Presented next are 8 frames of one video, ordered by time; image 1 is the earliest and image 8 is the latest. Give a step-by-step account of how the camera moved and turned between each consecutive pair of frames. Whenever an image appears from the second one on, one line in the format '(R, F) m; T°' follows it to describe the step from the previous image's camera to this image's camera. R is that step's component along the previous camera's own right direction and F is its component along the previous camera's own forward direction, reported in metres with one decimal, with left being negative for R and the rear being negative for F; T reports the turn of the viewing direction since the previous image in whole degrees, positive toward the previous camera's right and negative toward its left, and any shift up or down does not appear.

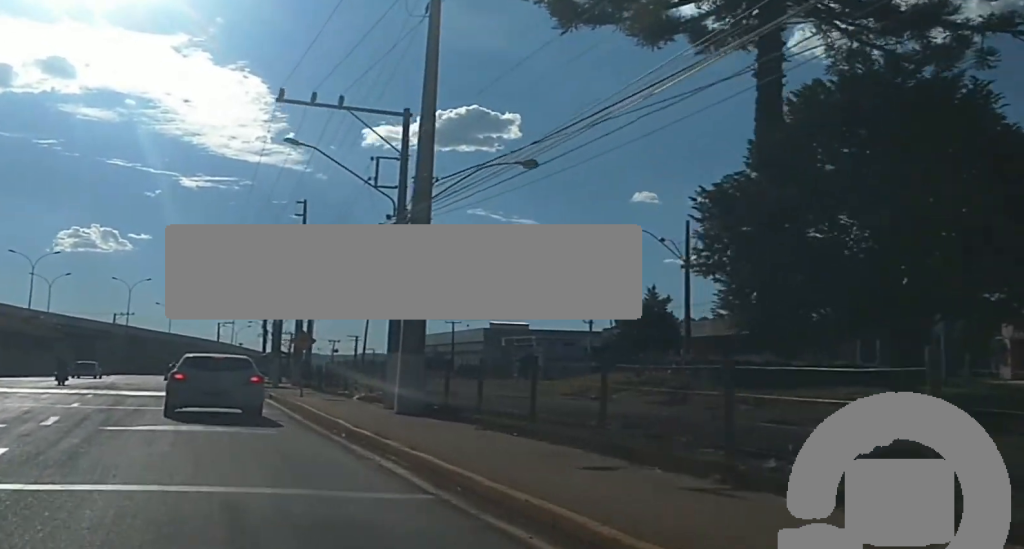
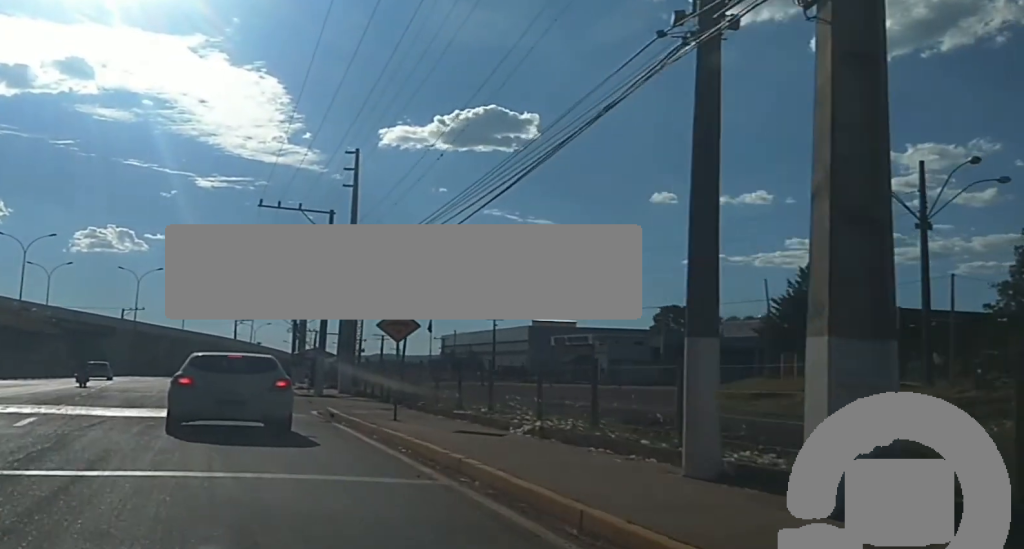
(-0.2, +14.1) m; -1°
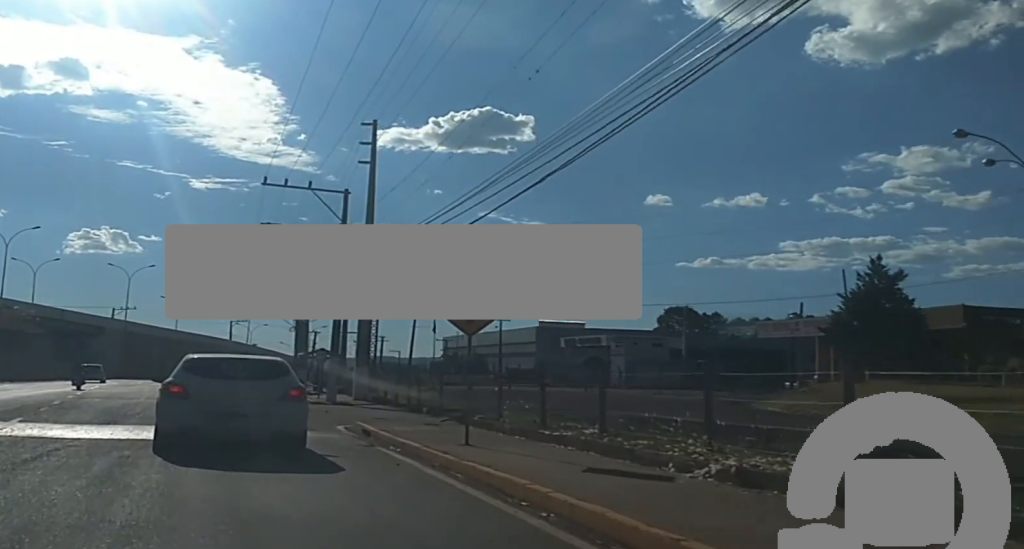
(0.0, +5.9) m; 0°
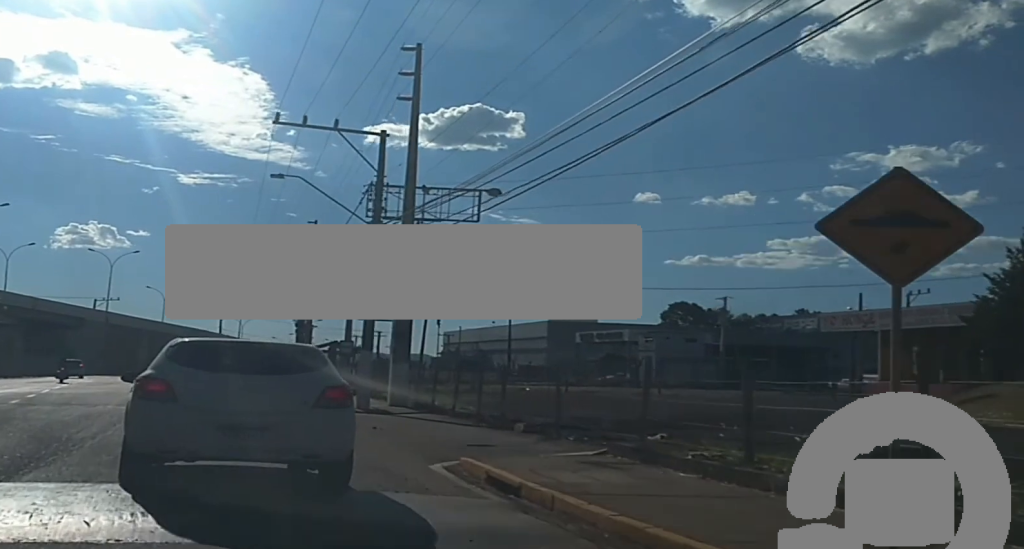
(0.0, +8.9) m; -1°
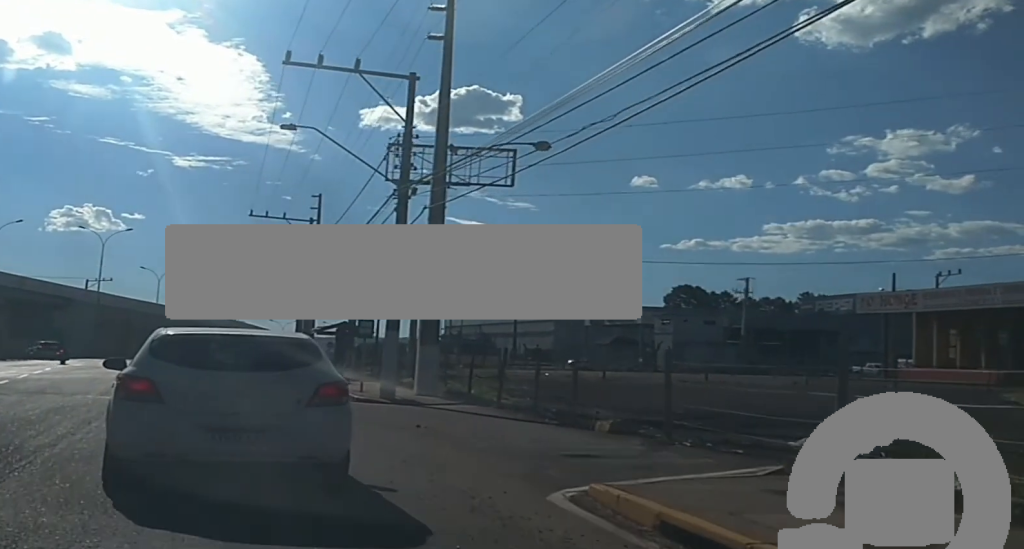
(0.0, +4.6) m; -1°
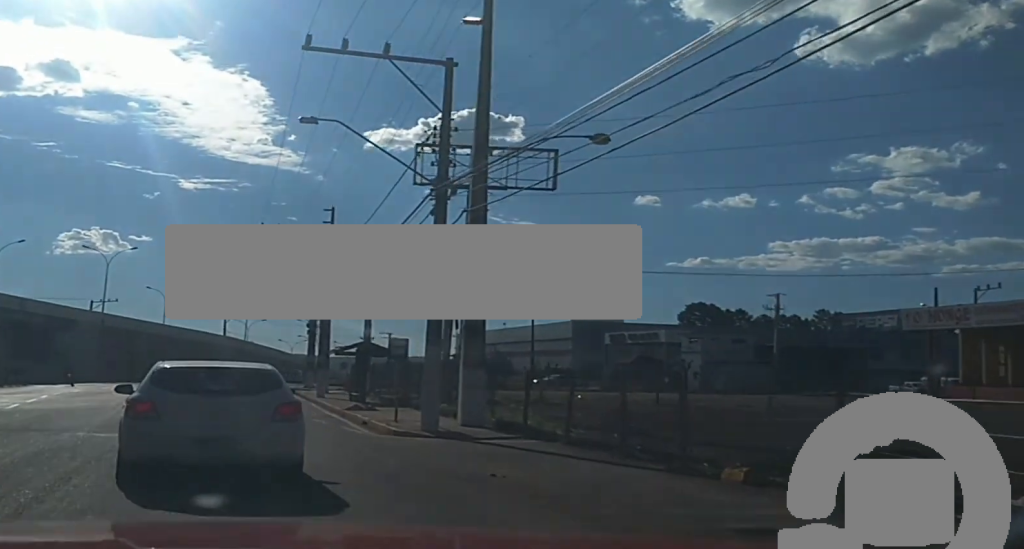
(-0.1, +5.3) m; -1°
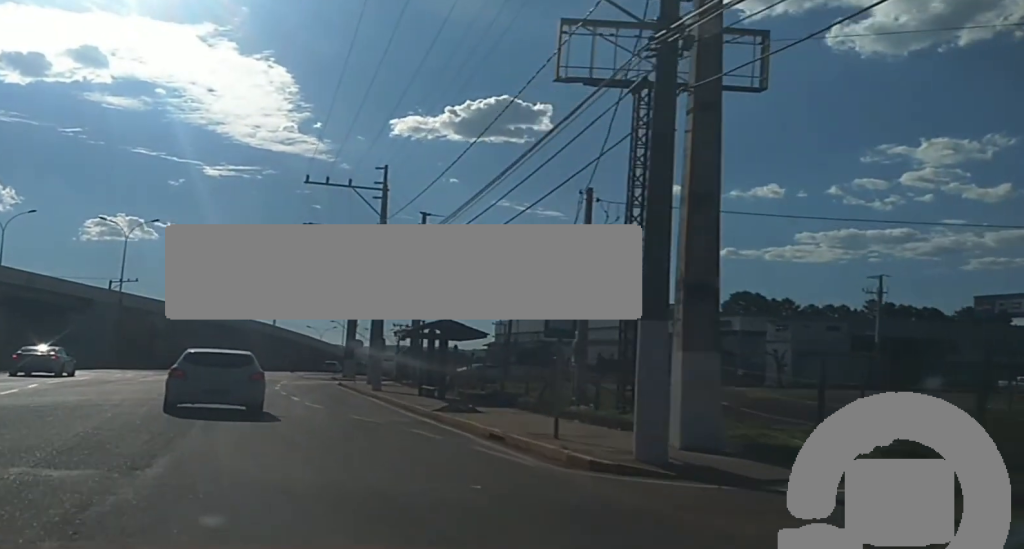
(+0.4, +11.7) m; +7°
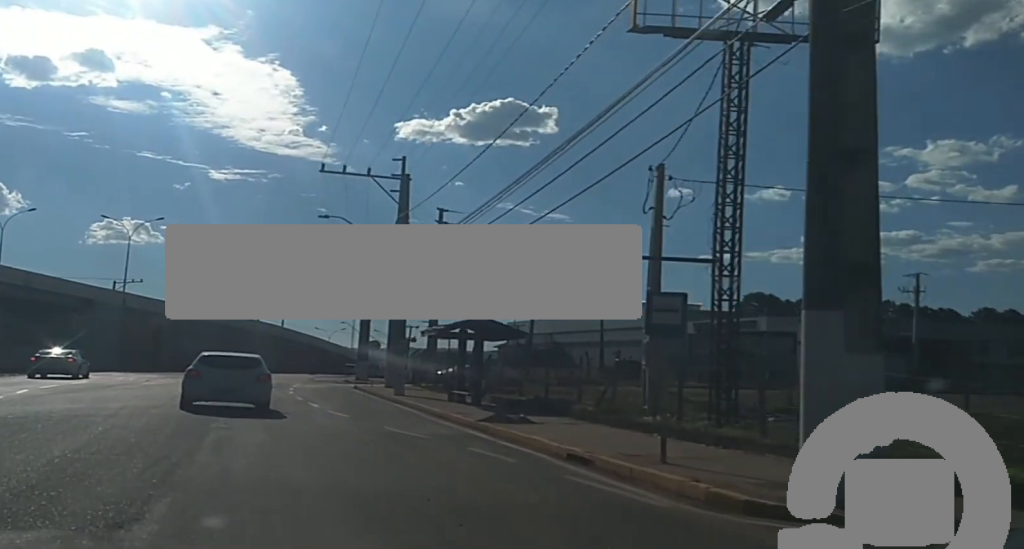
(+0.1, +3.9) m; +1°
